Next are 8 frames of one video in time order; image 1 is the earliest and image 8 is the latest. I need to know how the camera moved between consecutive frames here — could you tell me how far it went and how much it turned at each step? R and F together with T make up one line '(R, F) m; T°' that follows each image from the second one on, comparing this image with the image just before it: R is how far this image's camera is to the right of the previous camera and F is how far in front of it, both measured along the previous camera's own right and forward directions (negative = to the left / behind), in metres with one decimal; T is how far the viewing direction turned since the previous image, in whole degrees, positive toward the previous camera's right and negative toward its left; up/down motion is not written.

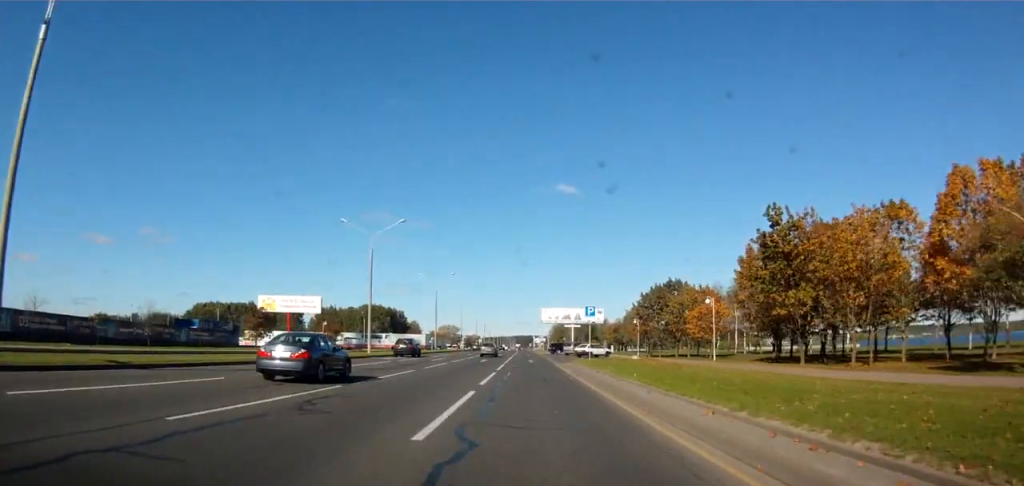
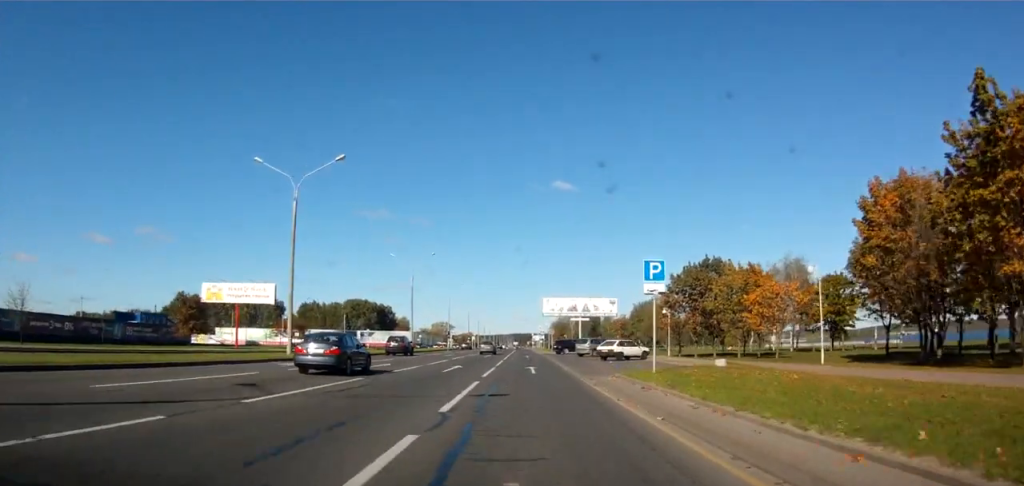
(-0.3, +20.4) m; -1°
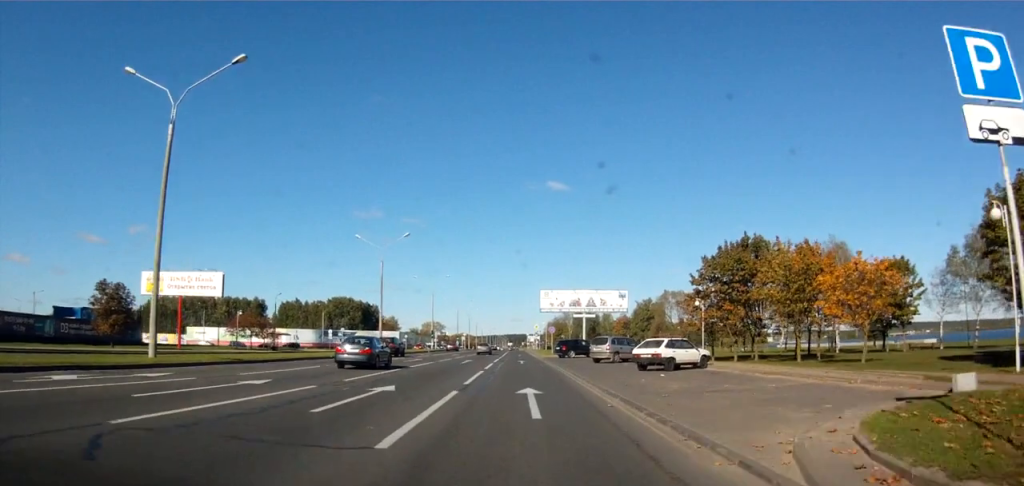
(0.0, +15.1) m; +1°
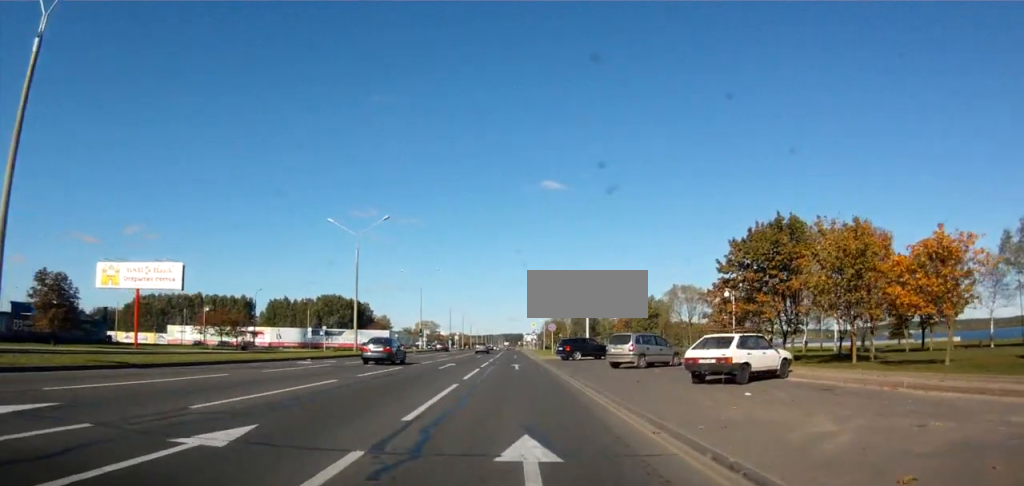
(+0.1, +9.1) m; +2°
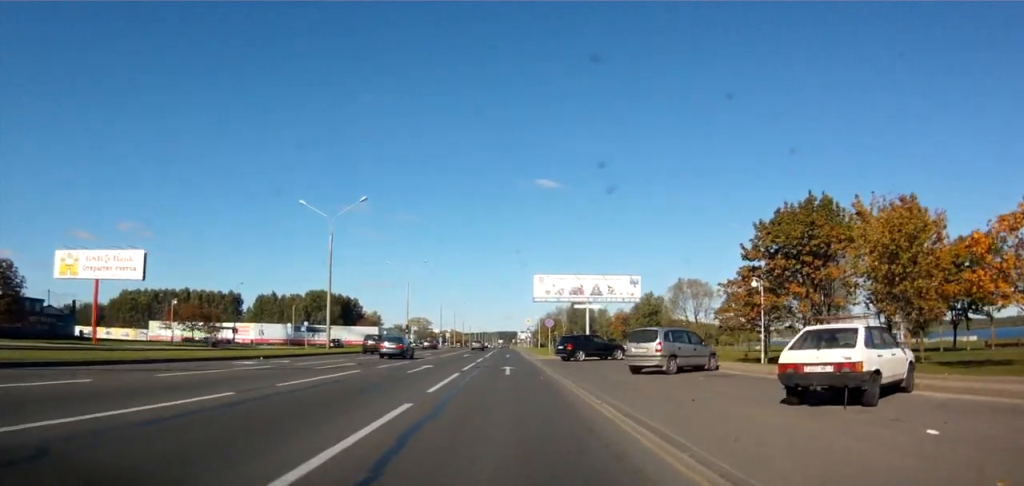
(0.0, +7.1) m; +2°
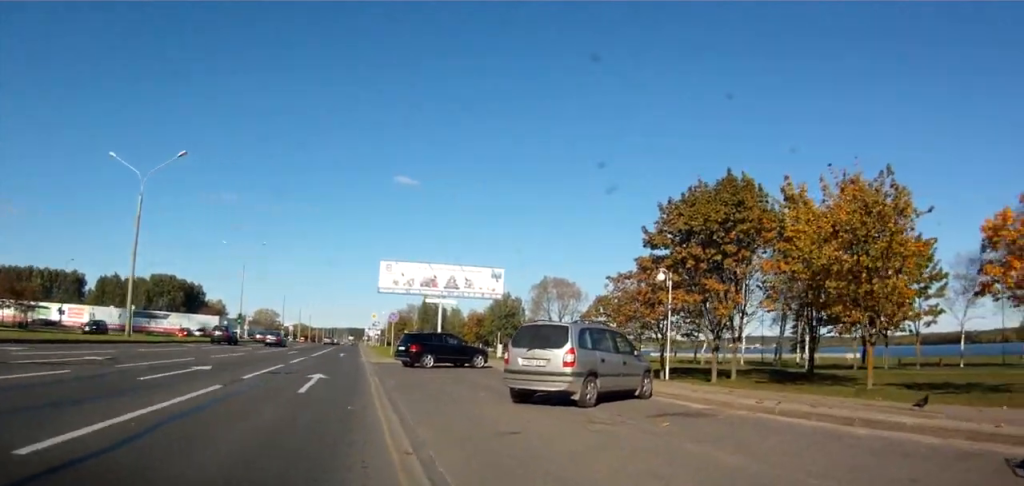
(+1.0, +10.5) m; +14°
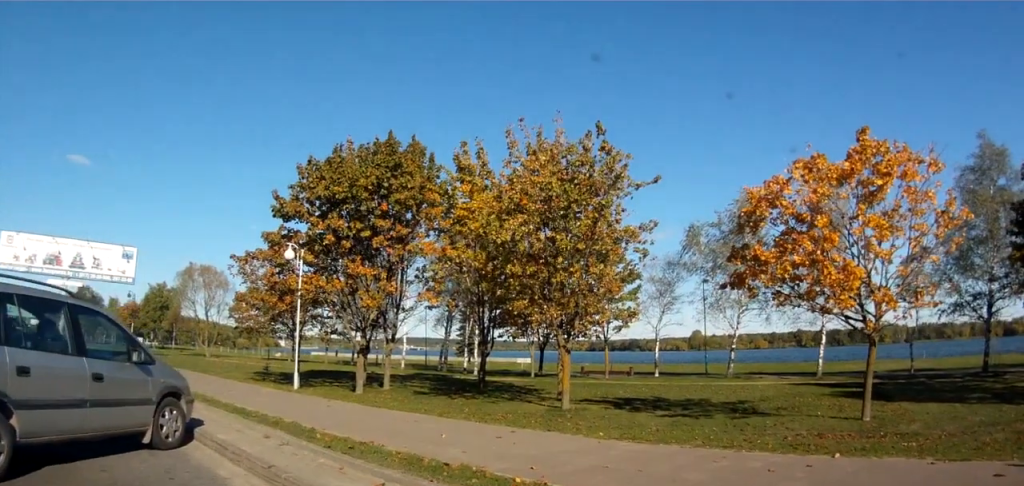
(+2.0, +8.2) m; +23°
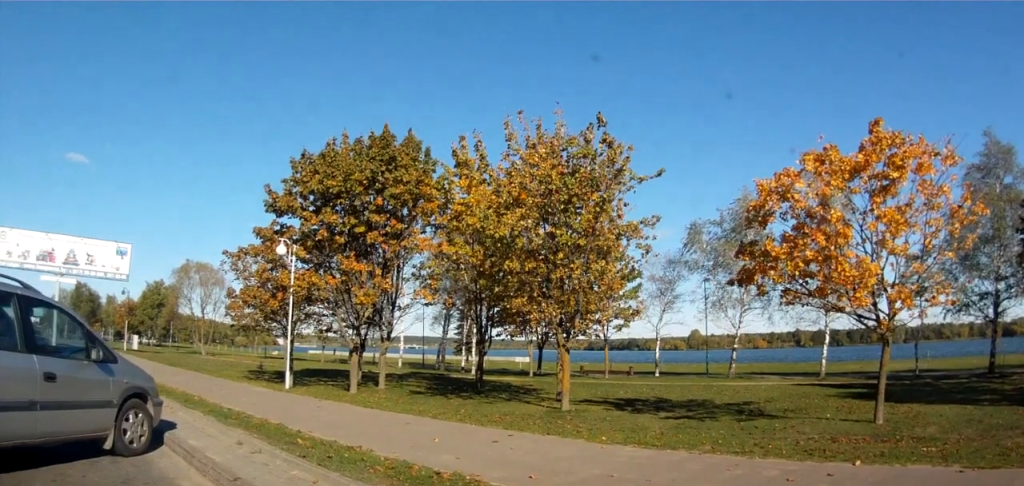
(0.0, +0.5) m; 0°
